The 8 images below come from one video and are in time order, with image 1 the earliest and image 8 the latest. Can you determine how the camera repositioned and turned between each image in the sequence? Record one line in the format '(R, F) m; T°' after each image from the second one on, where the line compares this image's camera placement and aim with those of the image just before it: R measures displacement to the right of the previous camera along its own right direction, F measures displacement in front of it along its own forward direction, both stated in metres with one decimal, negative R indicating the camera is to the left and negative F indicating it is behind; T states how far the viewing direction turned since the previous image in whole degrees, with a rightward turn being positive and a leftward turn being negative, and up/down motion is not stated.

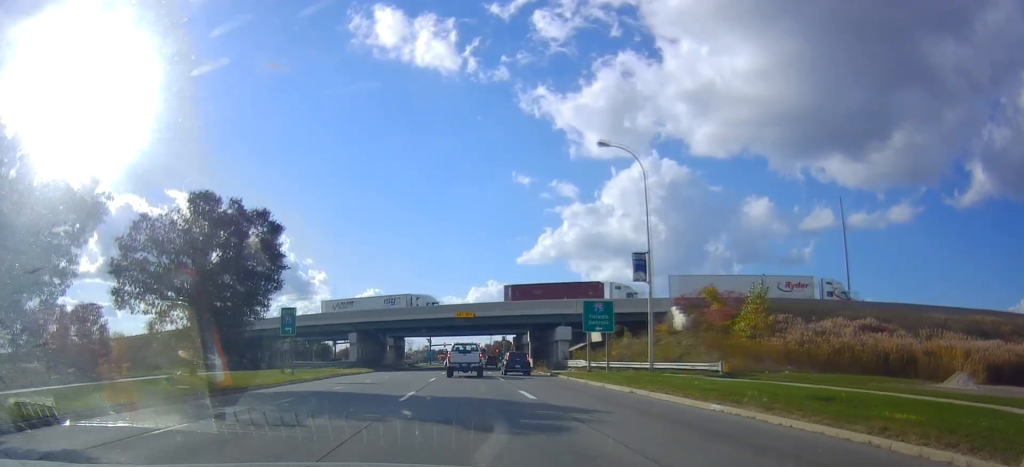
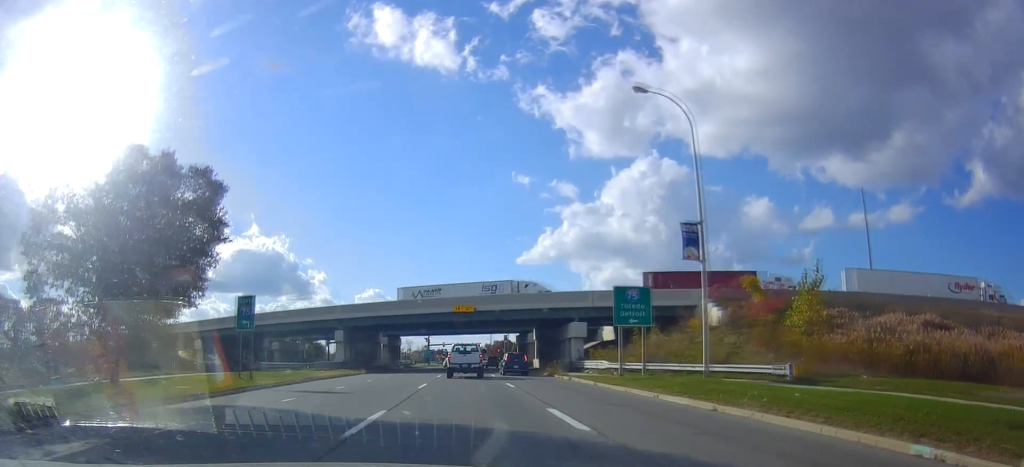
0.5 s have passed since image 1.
(+0.1, +7.3) m; 0°
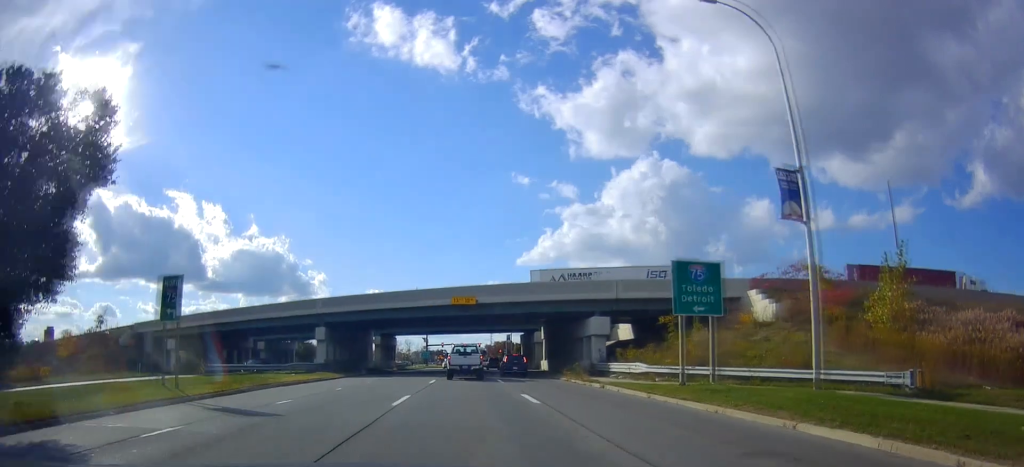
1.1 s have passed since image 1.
(+0.3, +8.1) m; 0°
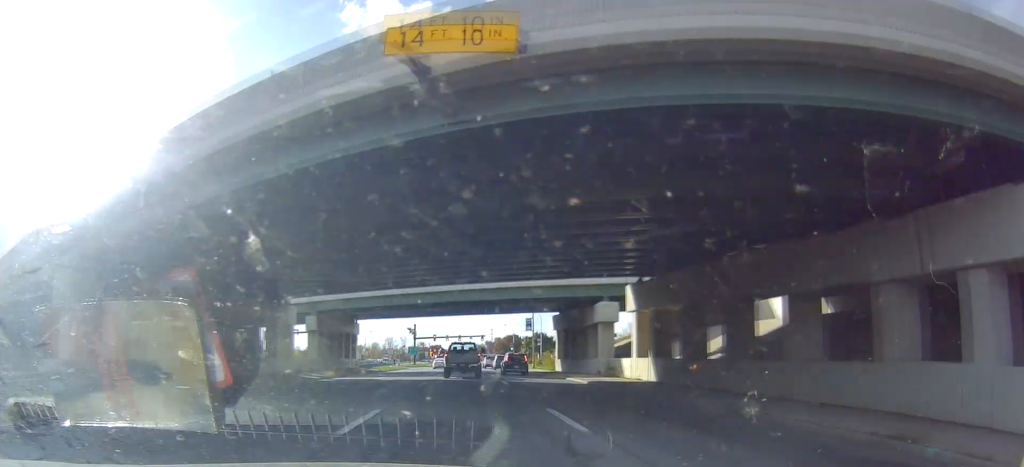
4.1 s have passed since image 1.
(-1.6, +37.7) m; +2°
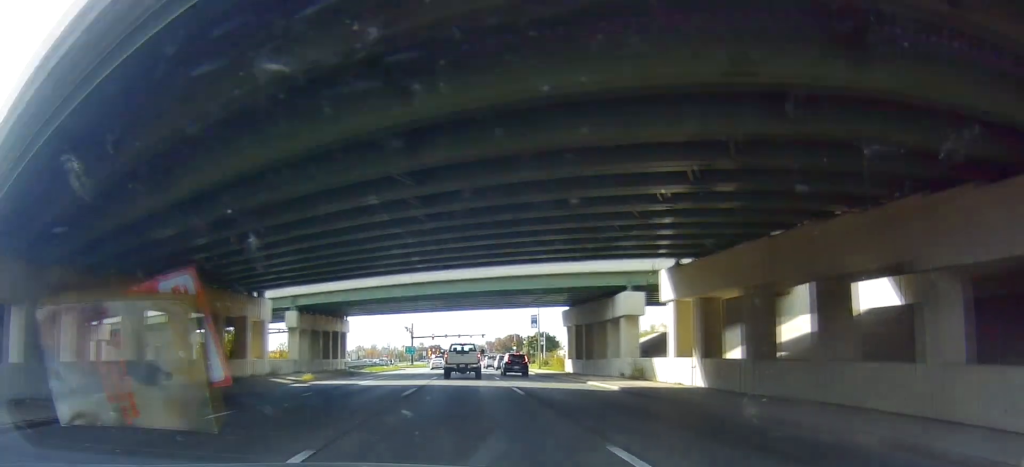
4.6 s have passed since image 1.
(+0.1, +6.3) m; 0°
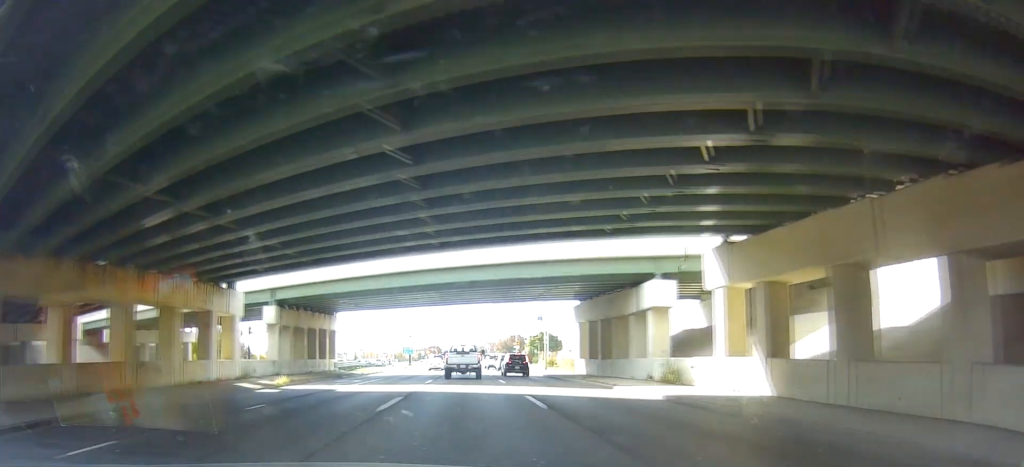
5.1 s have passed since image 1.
(+0.1, +5.8) m; -1°
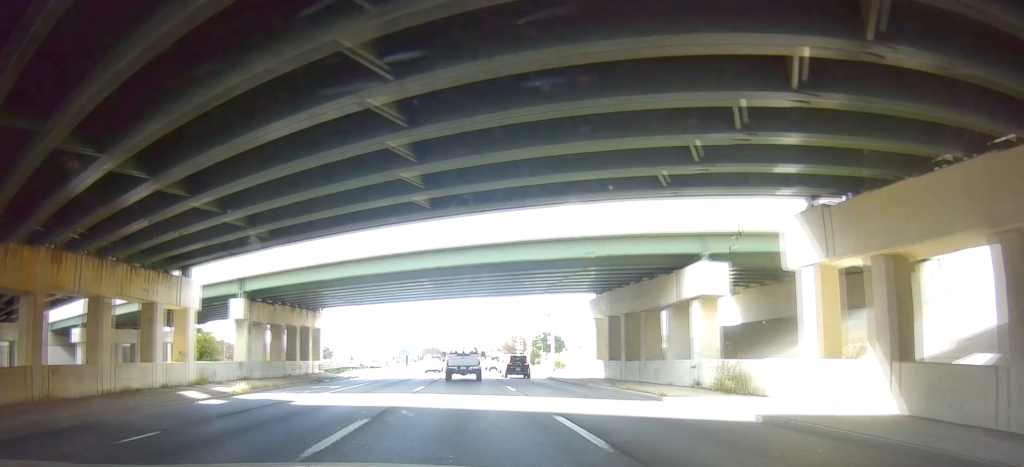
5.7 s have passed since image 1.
(-0.3, +6.5) m; 0°
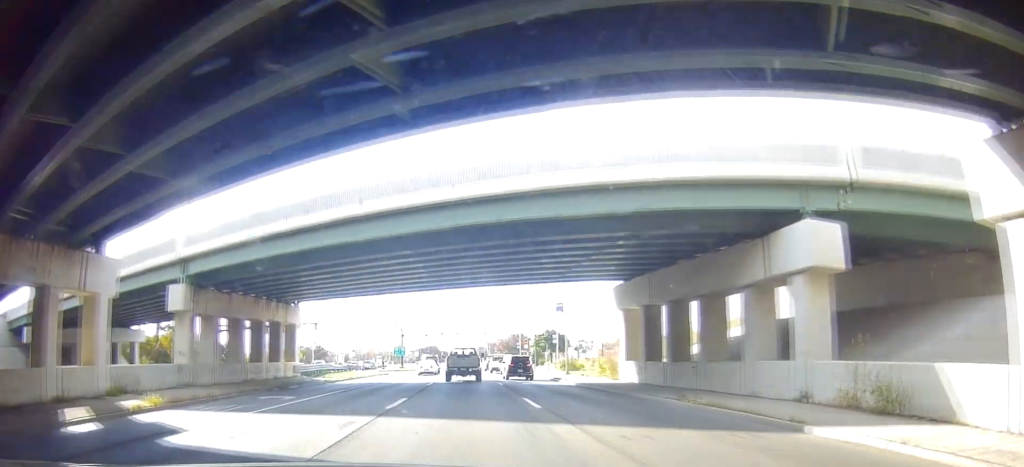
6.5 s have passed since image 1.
(-0.1, +8.3) m; 0°
